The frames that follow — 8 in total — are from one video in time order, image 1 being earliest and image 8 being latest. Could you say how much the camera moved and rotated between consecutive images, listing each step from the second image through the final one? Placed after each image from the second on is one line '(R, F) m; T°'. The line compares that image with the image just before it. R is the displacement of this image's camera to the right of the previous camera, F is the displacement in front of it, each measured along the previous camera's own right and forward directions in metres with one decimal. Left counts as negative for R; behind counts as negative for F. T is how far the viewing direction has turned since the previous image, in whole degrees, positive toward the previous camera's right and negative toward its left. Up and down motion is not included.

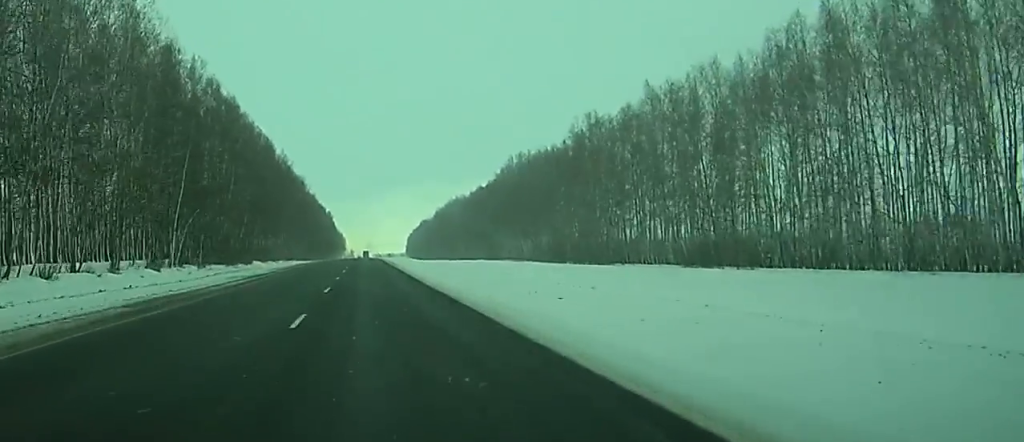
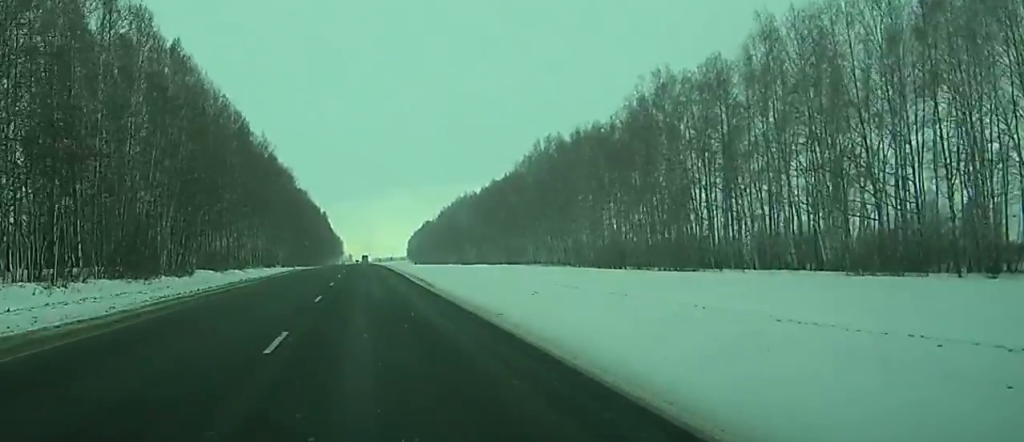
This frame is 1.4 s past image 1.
(-0.1, +39.2) m; 0°
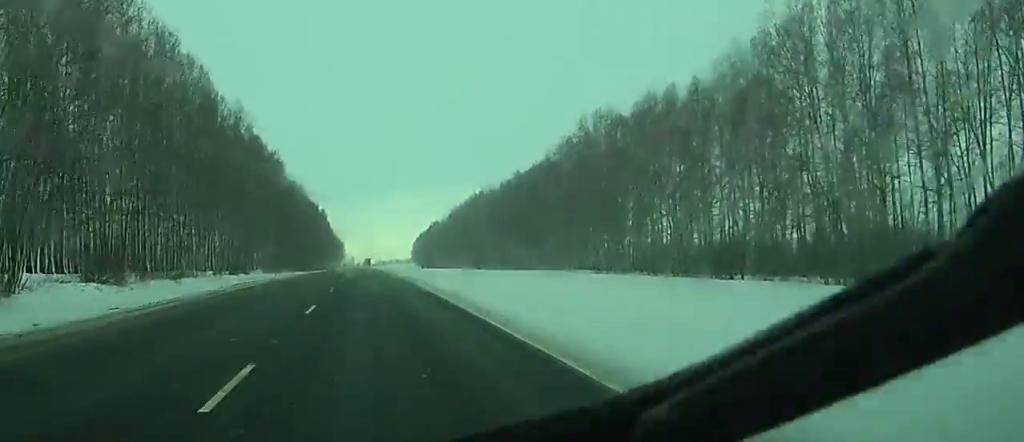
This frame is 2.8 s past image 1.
(0.0, +40.0) m; 0°
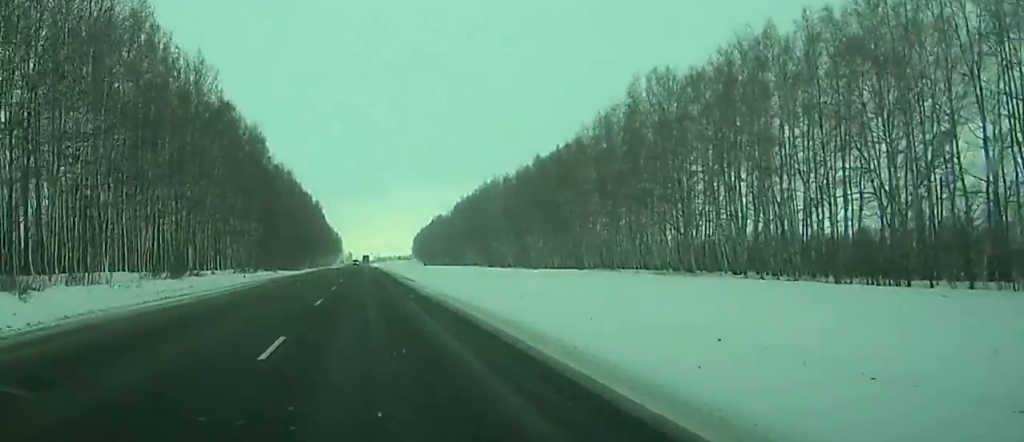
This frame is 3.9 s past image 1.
(+0.1, +32.3) m; 0°
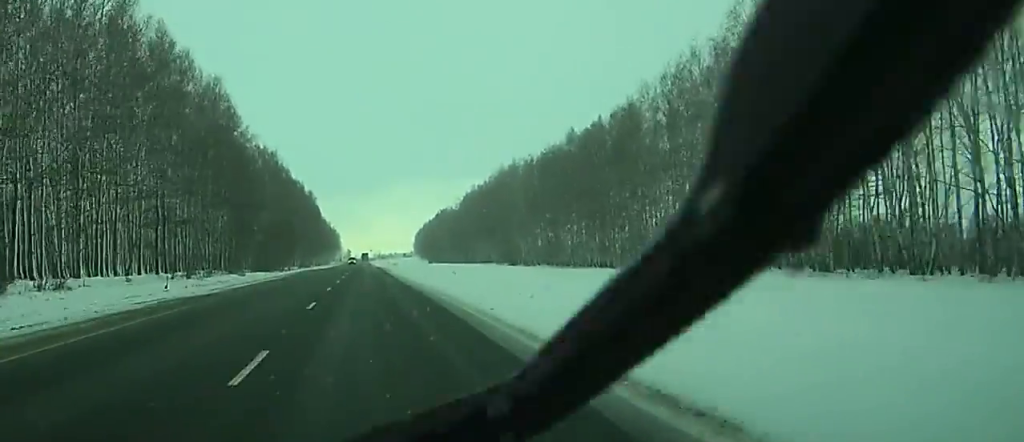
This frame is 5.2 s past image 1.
(+0.1, +37.9) m; 0°
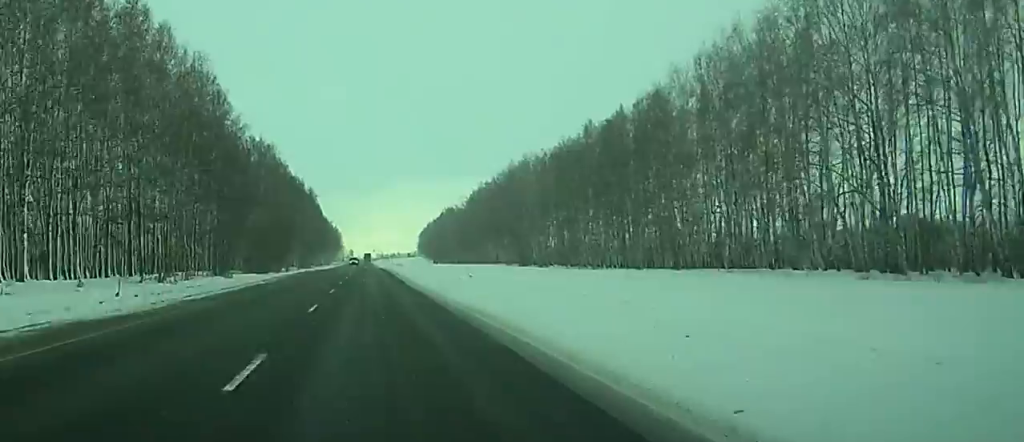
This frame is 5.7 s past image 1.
(0.0, +12.3) m; 0°
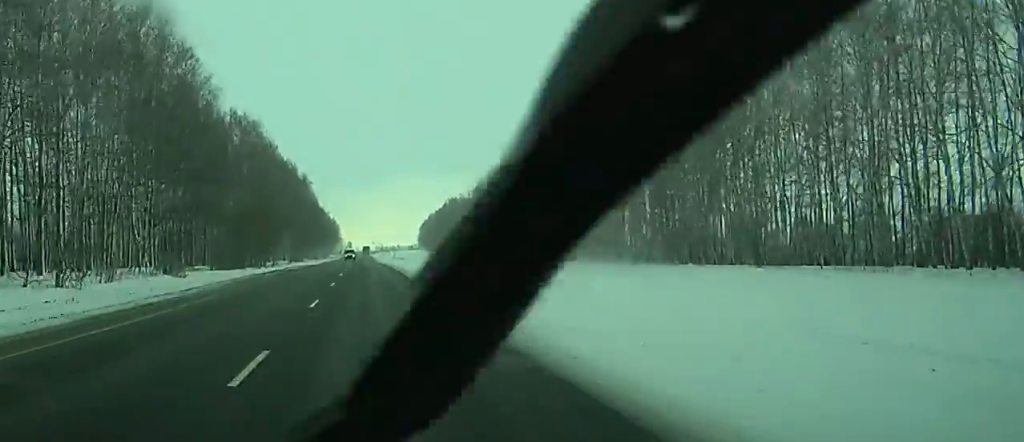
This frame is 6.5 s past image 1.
(+0.1, +23.8) m; 0°
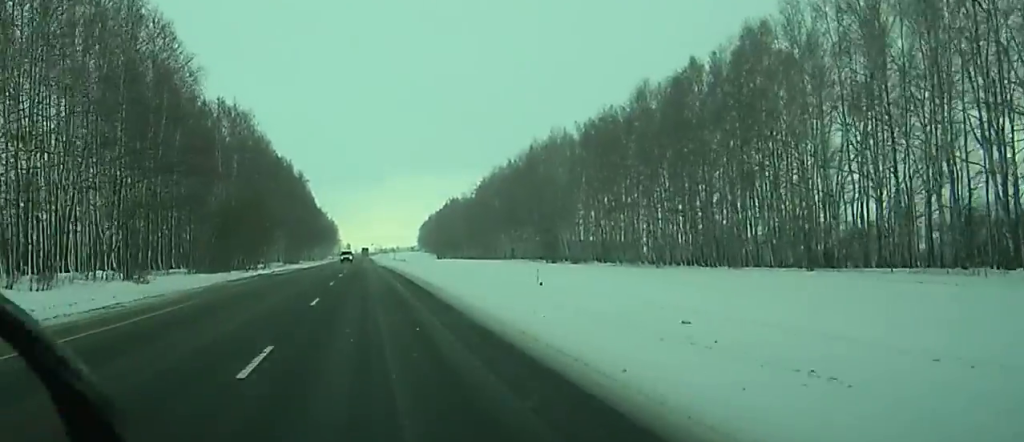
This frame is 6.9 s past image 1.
(0.0, +11.4) m; 0°
